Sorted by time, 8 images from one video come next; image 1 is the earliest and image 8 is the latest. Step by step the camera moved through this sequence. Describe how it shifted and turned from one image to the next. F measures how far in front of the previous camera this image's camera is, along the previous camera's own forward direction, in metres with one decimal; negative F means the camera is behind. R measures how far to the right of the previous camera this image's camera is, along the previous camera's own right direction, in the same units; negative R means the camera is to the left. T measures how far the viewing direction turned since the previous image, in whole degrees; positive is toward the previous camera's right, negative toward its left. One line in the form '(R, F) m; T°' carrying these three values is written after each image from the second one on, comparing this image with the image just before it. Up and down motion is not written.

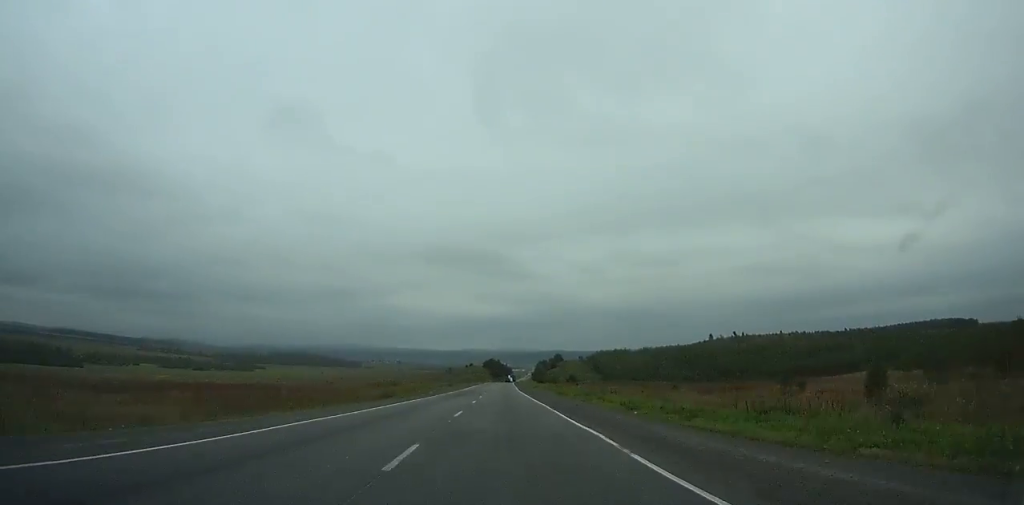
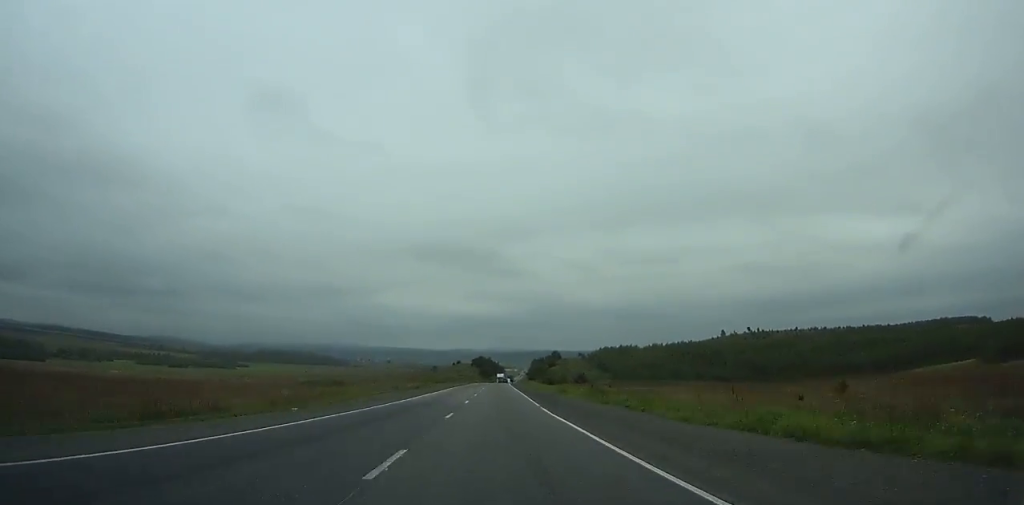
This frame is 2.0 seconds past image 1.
(+0.9, +47.4) m; +1°
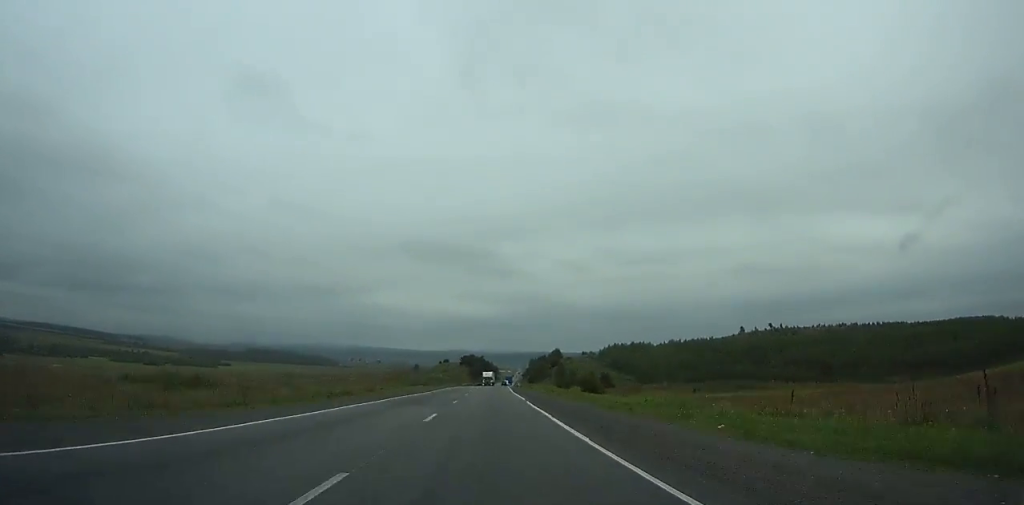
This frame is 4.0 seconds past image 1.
(+0.4, +47.9) m; +1°
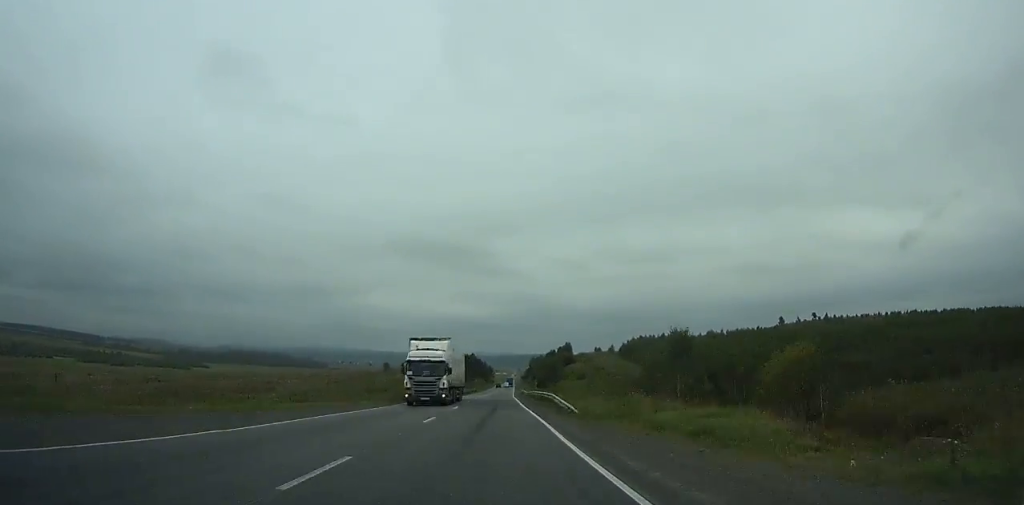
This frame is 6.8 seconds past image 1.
(+0.5, +68.0) m; +1°
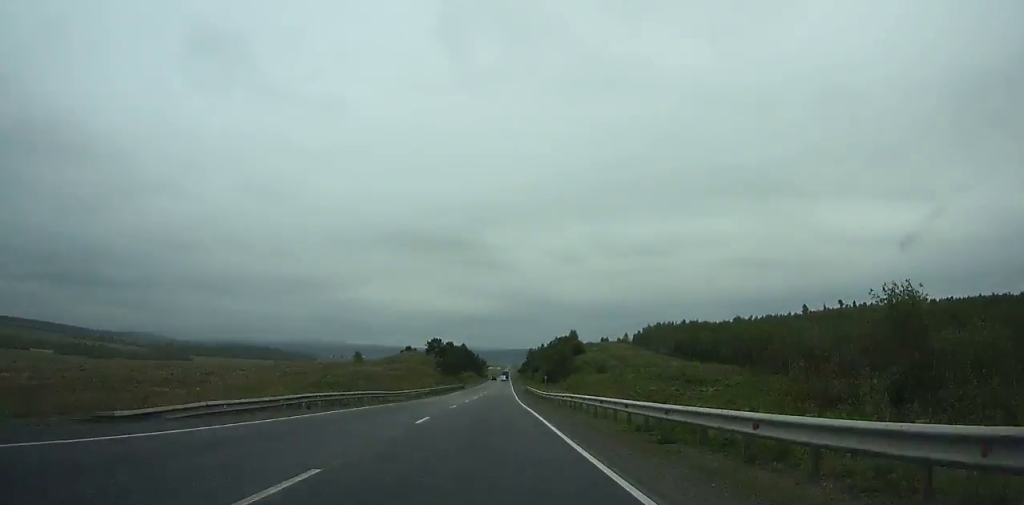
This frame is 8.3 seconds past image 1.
(+0.1, +36.9) m; 0°
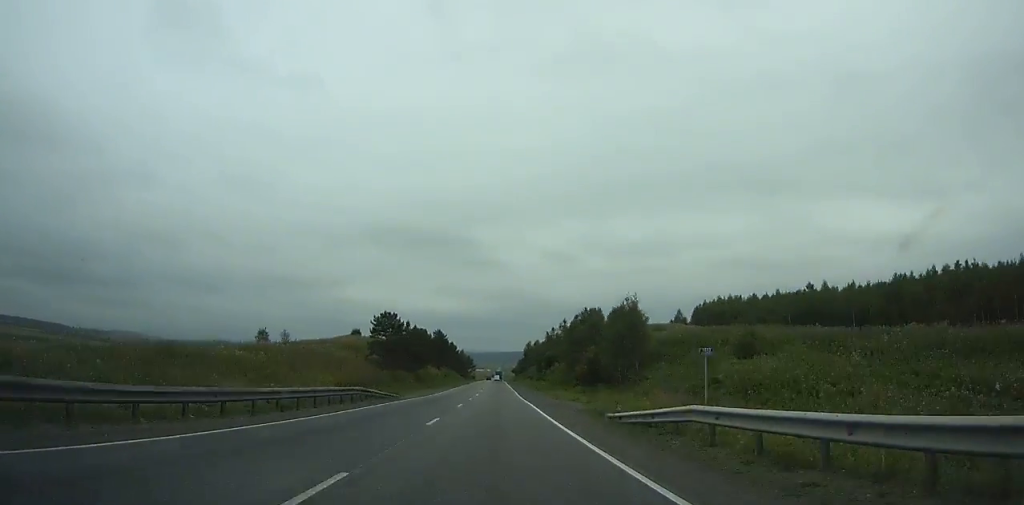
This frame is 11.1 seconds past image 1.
(+0.6, +69.7) m; +1°
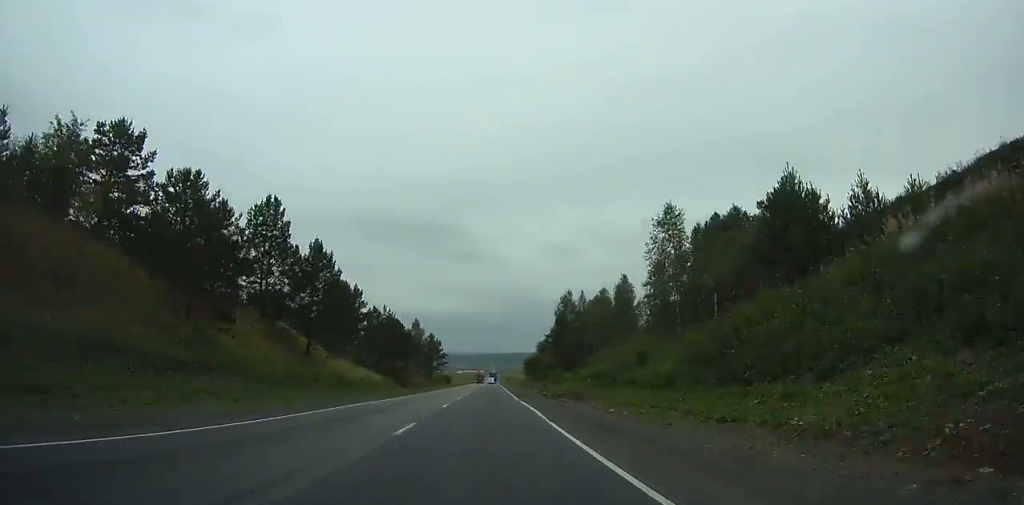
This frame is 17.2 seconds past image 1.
(+1.7, +155.5) m; +1°
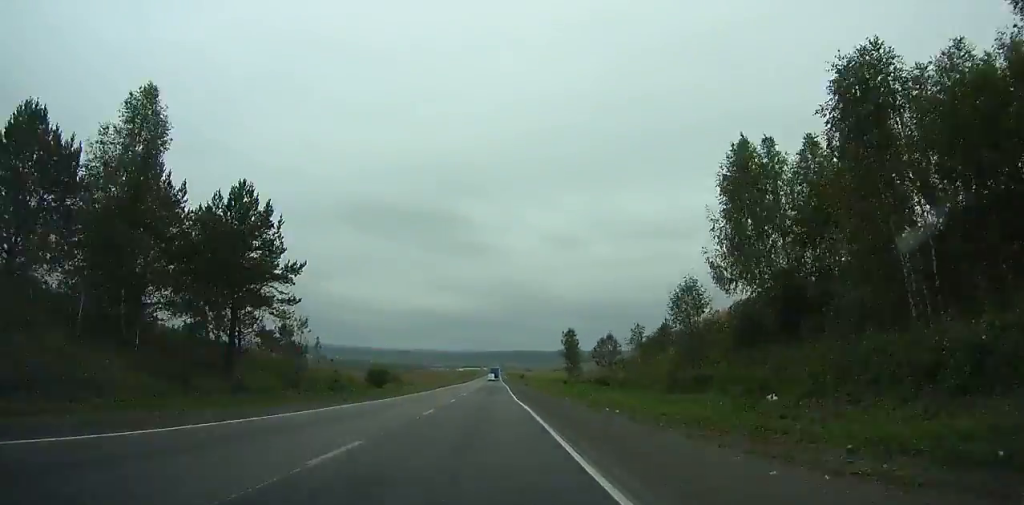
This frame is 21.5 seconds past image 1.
(+0.4, +111.3) m; 0°
